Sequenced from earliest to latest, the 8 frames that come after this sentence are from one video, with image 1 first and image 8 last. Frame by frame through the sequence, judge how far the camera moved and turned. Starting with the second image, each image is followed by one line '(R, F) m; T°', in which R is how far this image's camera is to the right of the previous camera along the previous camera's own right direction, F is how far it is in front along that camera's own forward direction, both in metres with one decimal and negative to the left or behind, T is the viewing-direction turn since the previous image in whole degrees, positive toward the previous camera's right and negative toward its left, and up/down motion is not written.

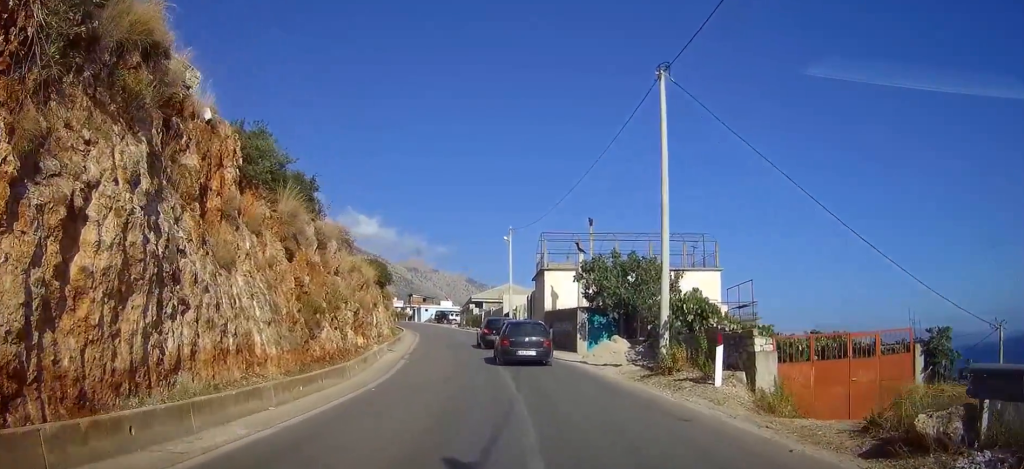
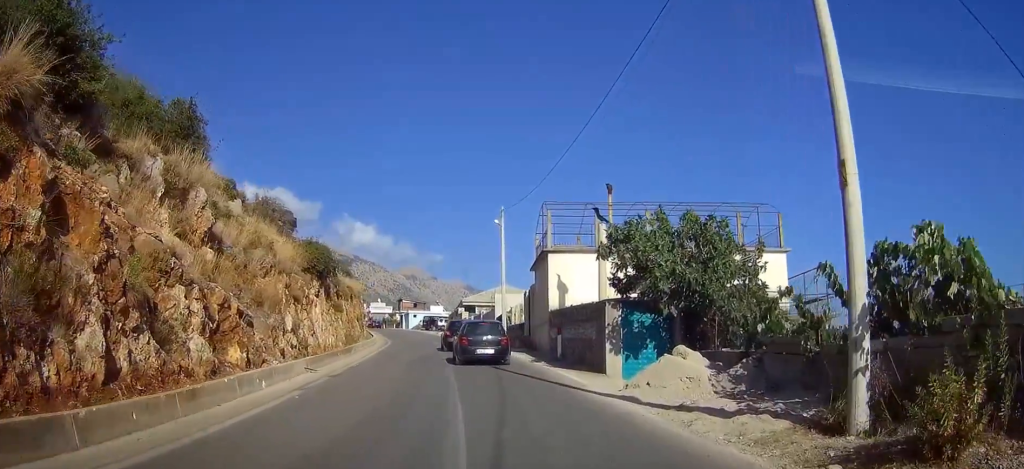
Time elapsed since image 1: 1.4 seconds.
(-0.1, +10.8) m; -1°
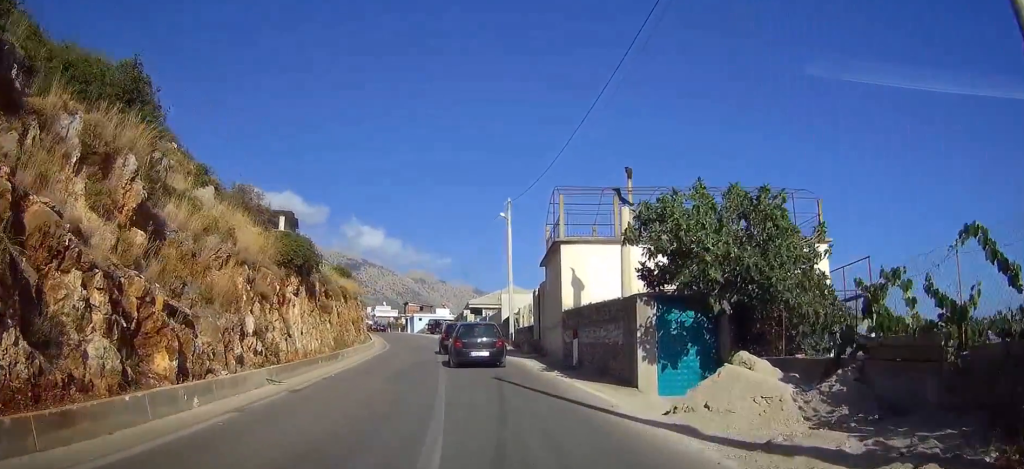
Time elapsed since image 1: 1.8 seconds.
(0.0, +3.4) m; -1°
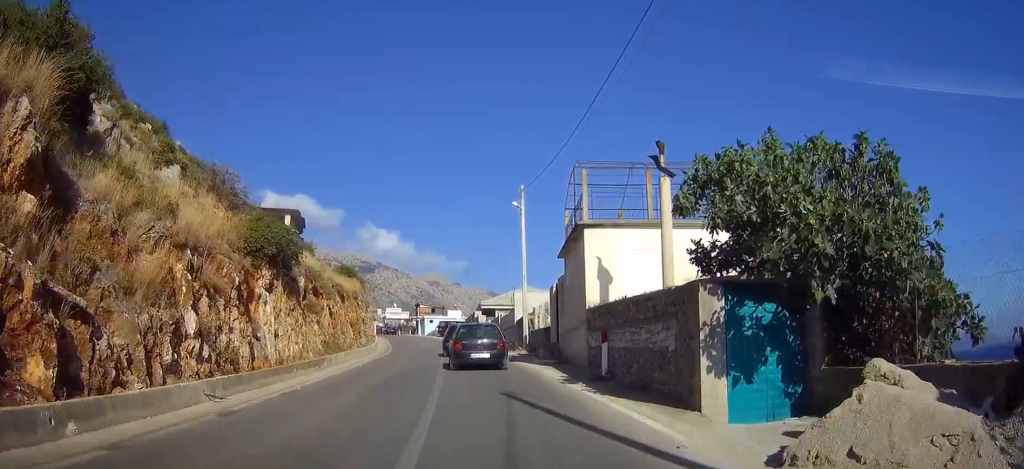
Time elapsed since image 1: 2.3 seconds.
(0.0, +3.8) m; -1°
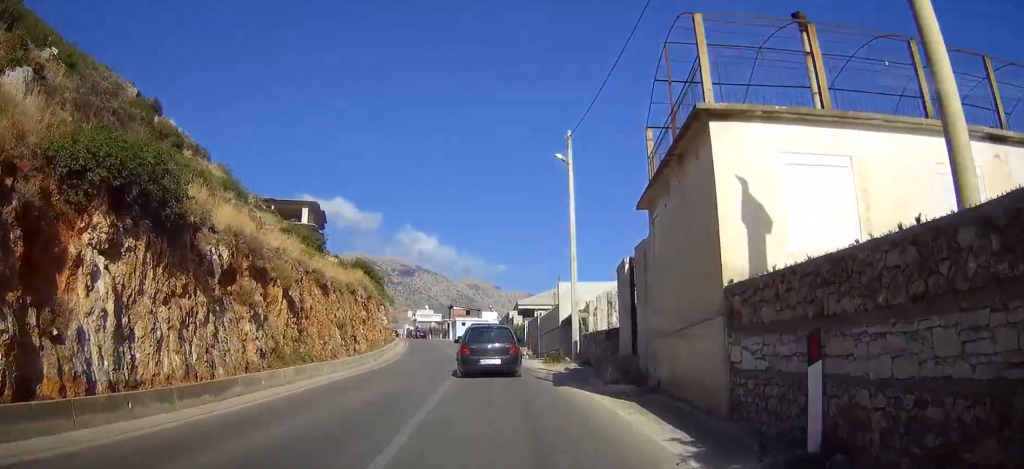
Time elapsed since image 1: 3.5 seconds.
(-0.3, +10.0) m; -4°
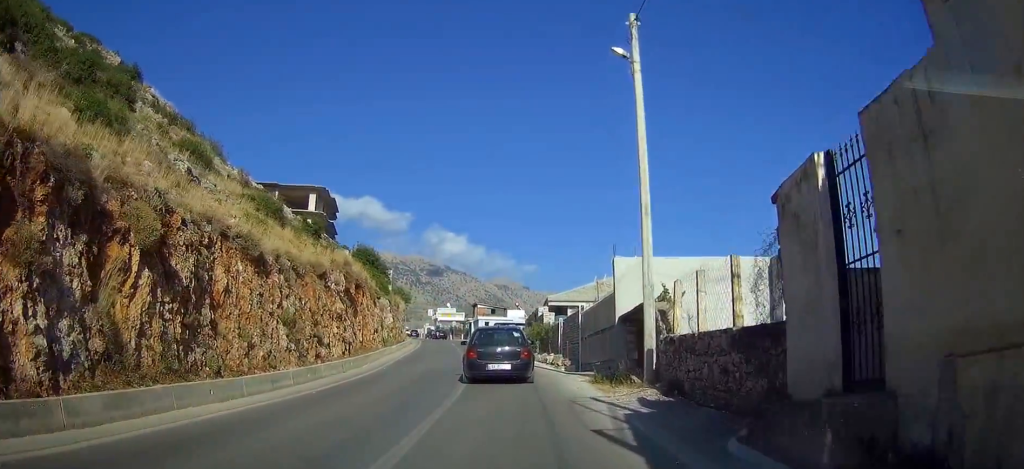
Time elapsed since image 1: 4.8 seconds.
(-0.3, +9.6) m; -2°
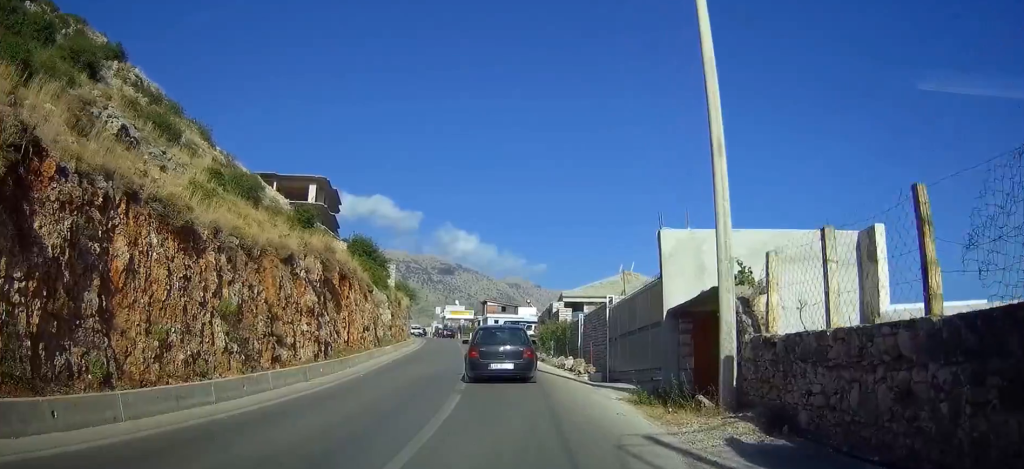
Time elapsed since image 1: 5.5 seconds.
(-0.1, +4.8) m; 0°
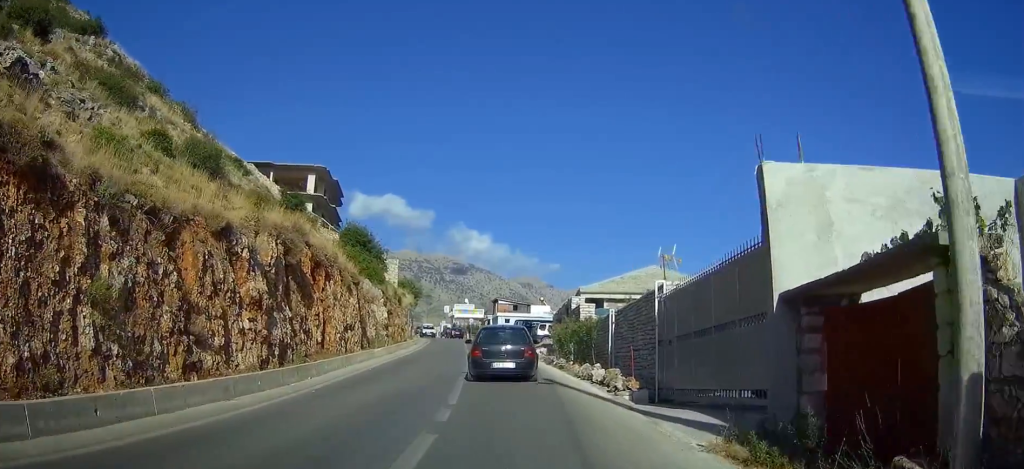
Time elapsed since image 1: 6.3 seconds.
(+0.1, +5.6) m; +1°
